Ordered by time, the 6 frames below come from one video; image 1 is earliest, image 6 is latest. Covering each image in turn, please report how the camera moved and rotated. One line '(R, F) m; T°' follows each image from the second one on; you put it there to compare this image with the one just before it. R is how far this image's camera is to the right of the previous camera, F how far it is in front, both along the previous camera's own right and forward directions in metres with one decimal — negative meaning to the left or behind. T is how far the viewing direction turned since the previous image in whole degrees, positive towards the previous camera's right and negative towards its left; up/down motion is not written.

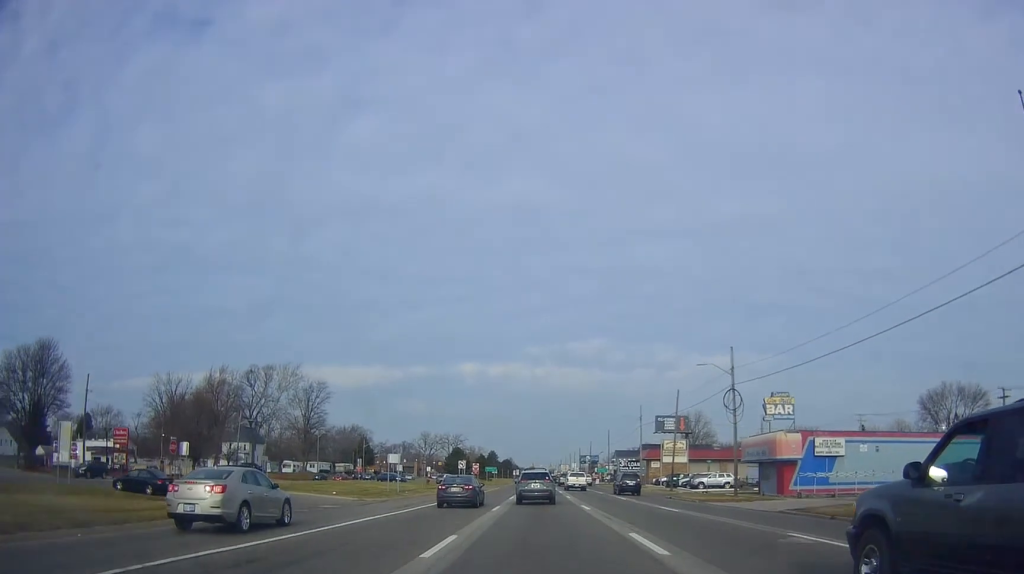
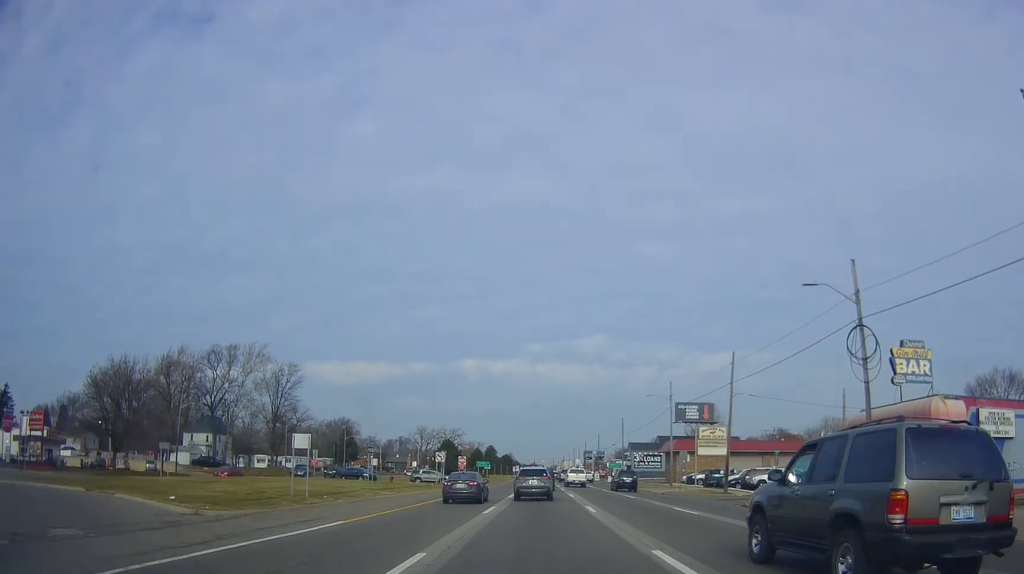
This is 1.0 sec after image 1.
(+0.6, +19.0) m; +1°
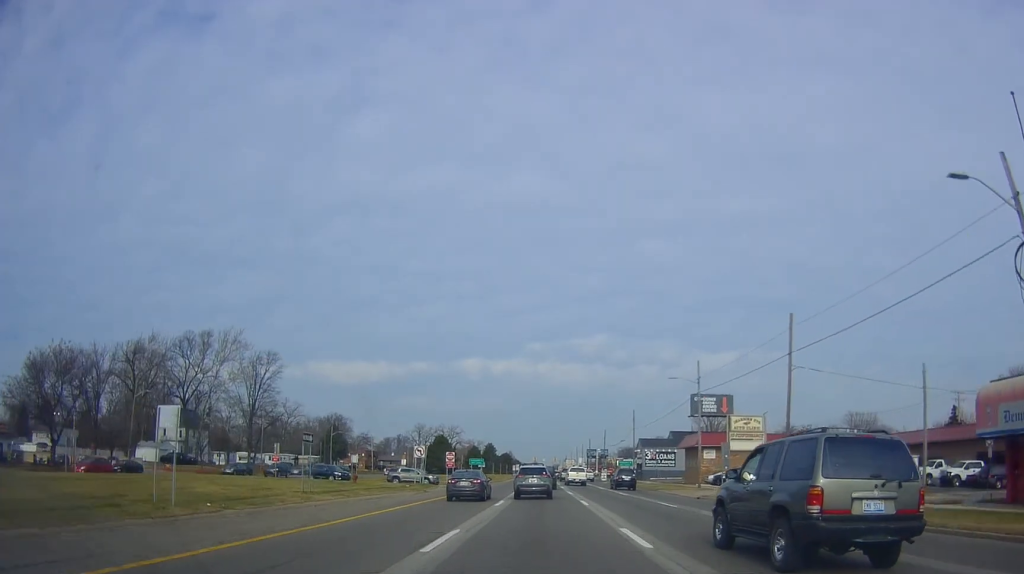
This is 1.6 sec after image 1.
(+0.2, +11.4) m; -2°
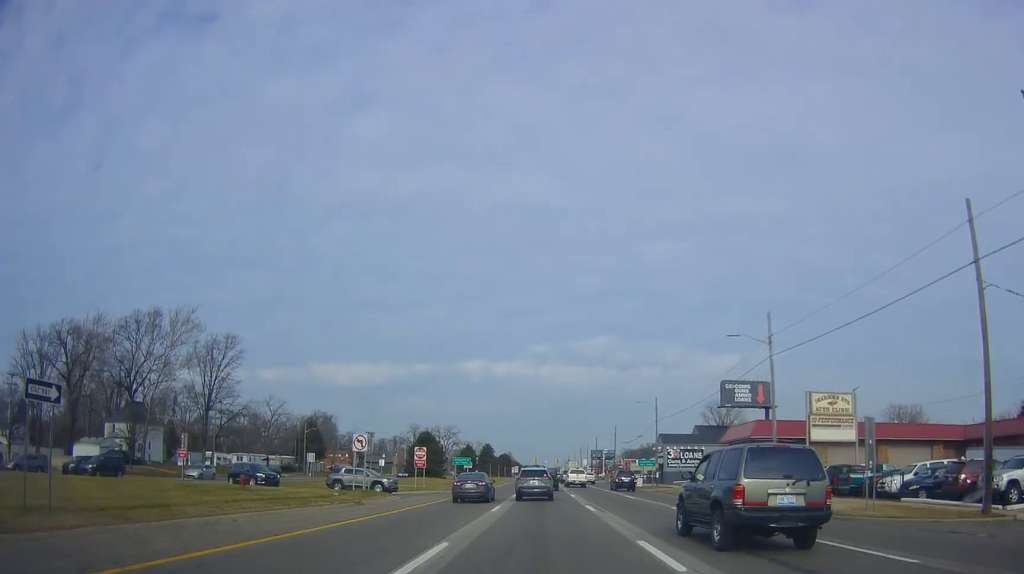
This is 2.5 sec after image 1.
(-0.7, +17.7) m; -1°
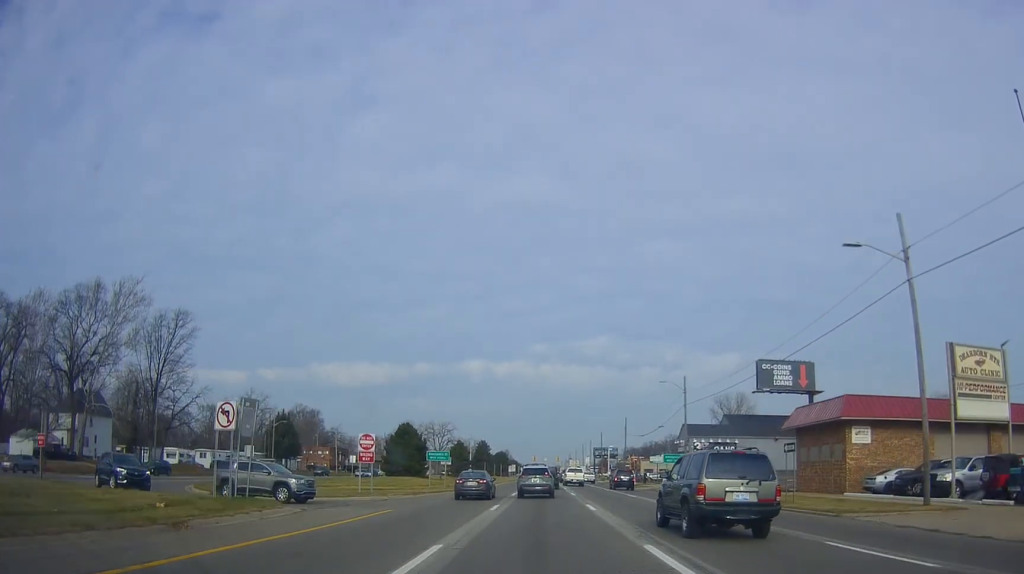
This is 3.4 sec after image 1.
(+0.2, +15.8) m; +2°
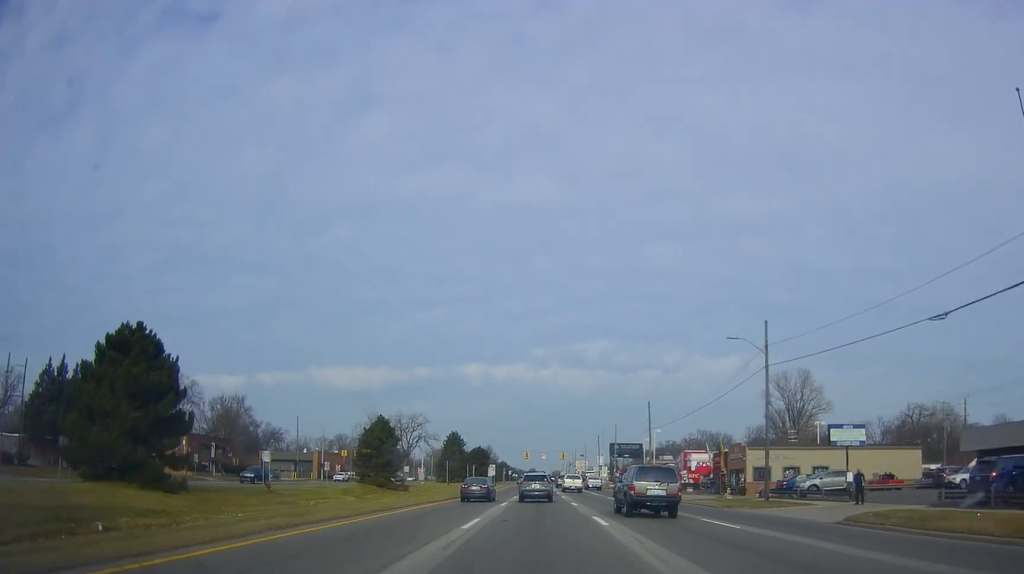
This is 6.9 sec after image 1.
(+0.4, +68.2) m; 0°
